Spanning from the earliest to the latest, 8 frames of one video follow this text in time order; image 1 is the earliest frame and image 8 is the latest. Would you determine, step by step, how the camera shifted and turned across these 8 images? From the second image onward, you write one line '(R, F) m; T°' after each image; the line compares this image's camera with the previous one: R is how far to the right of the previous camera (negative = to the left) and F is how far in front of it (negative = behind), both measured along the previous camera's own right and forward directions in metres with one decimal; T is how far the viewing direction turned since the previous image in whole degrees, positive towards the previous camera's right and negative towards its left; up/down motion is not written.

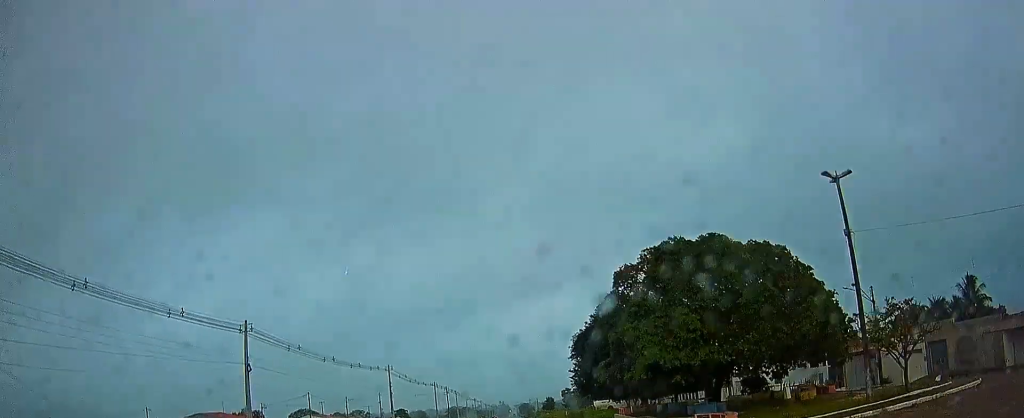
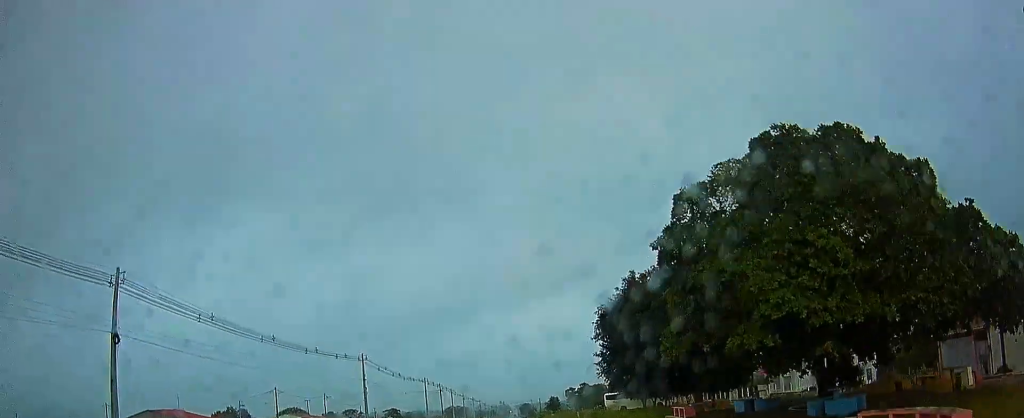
(+0.1, +15.4) m; -1°
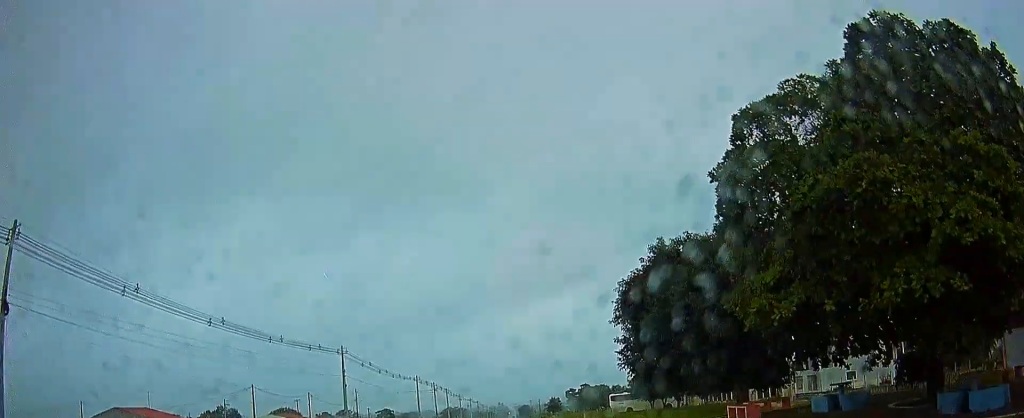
(+0.1, +8.7) m; -1°
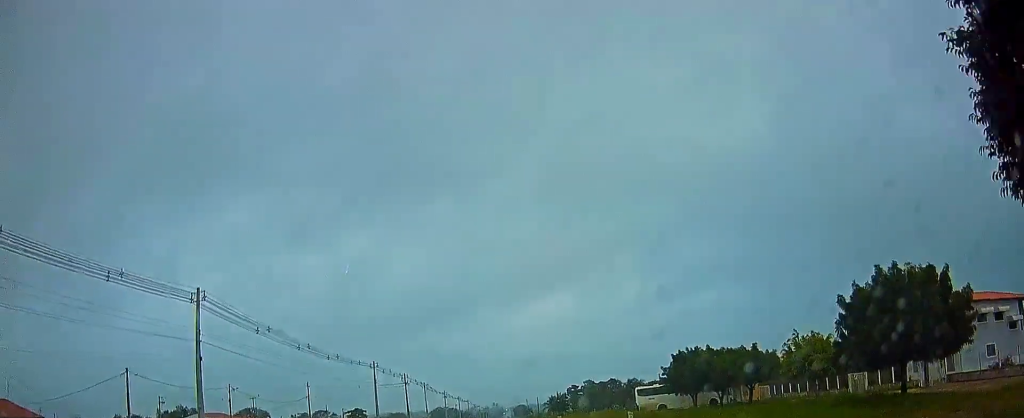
(-0.2, +31.4) m; +1°
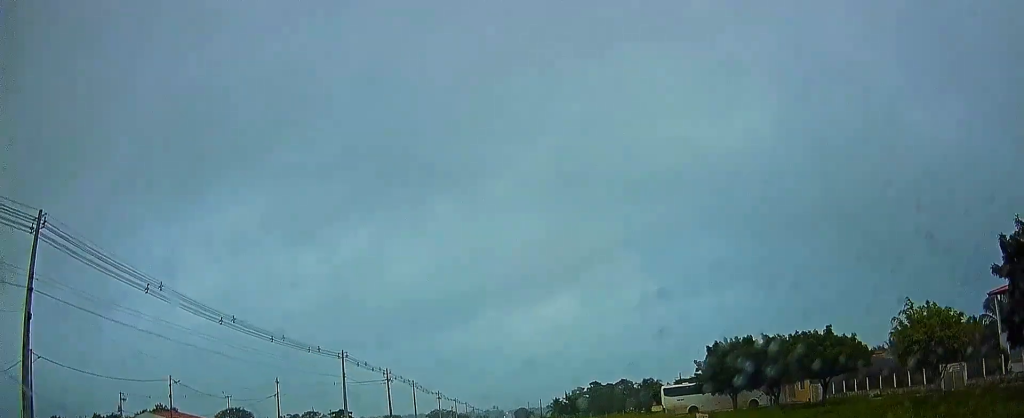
(+0.1, +13.9) m; -1°
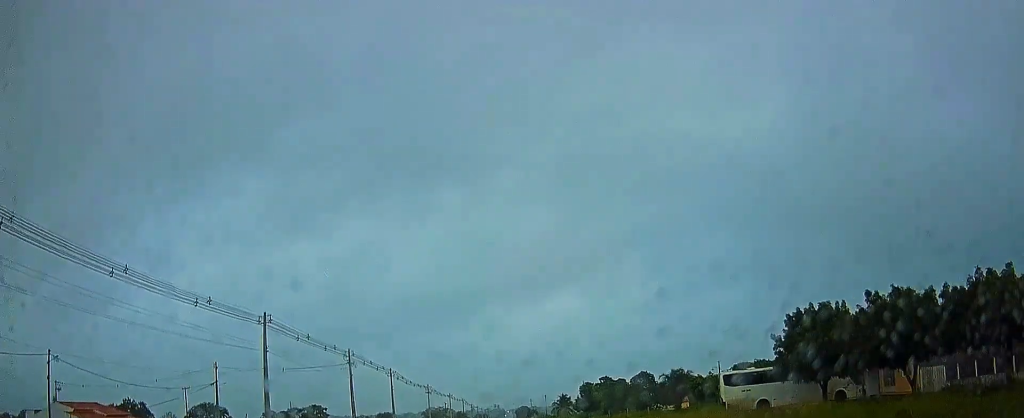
(-0.5, +18.0) m; -1°
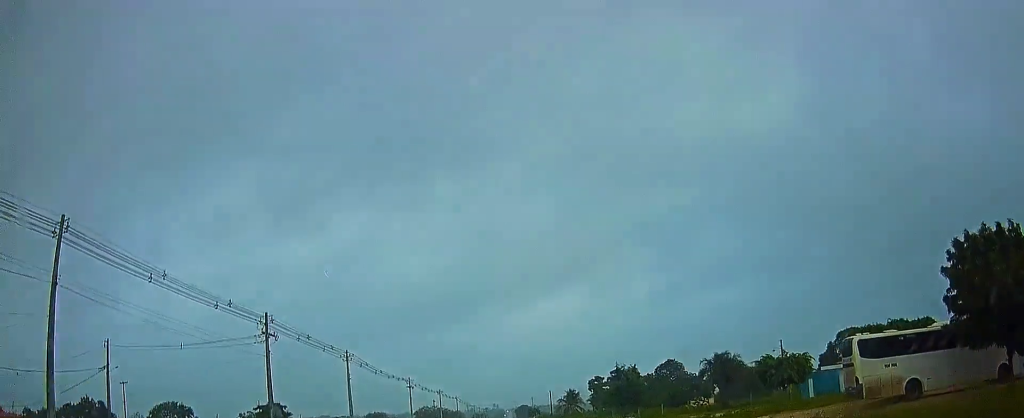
(+0.4, +18.7) m; +2°
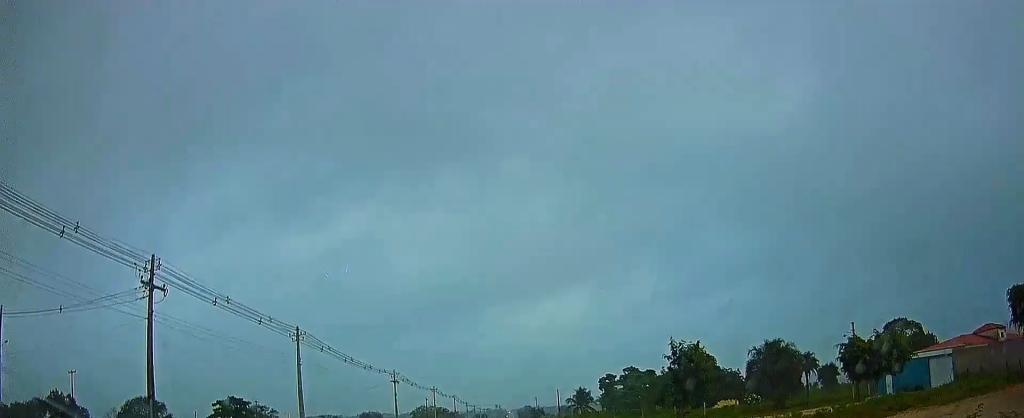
(0.0, +13.2) m; 0°
